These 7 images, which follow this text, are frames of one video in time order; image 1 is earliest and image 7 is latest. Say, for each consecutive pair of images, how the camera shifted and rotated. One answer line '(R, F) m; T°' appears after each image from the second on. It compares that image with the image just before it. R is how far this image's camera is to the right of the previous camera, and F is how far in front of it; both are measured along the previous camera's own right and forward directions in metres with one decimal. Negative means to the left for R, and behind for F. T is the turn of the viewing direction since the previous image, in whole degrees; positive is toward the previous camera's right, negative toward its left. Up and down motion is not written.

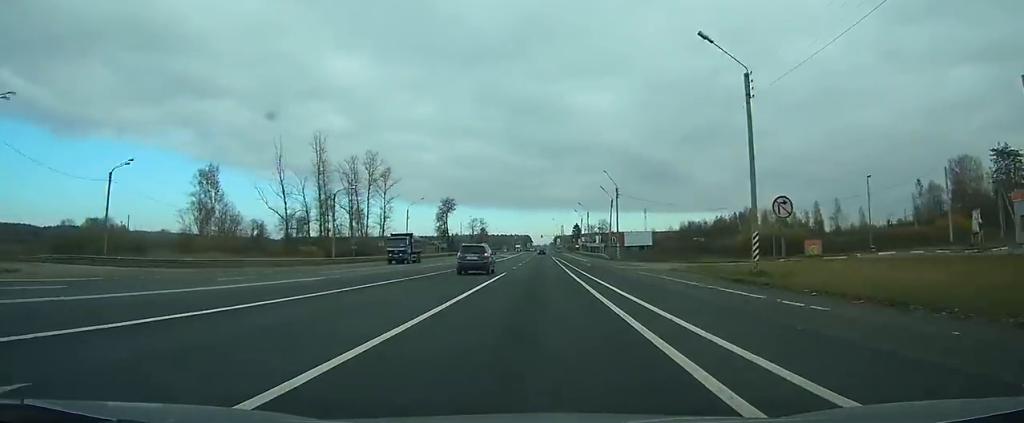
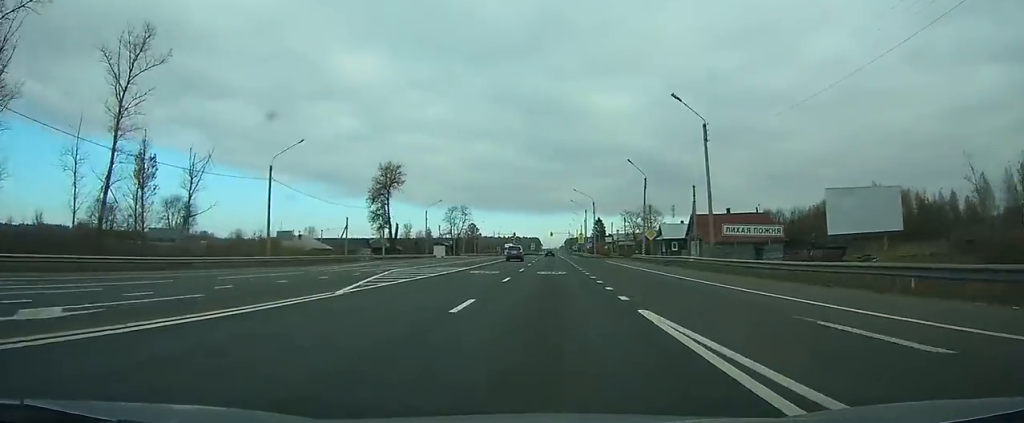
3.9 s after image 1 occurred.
(-0.4, +85.2) m; 0°
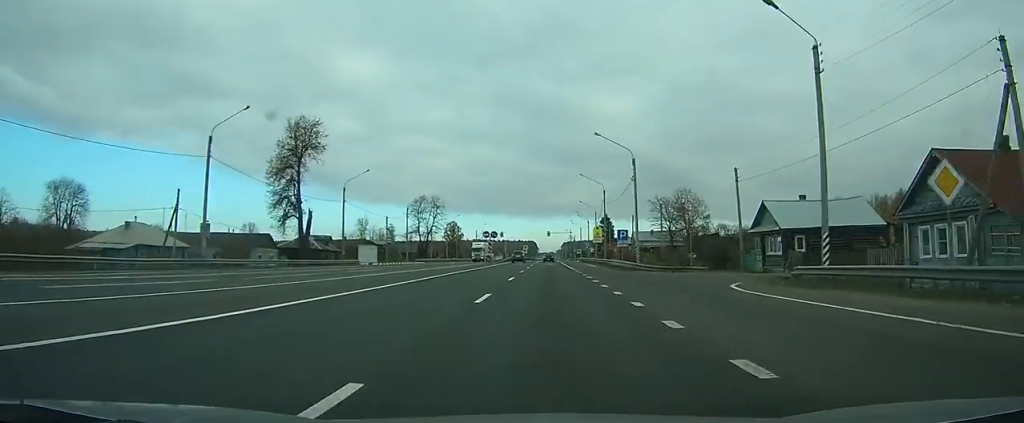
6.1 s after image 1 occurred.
(0.0, +45.0) m; 0°
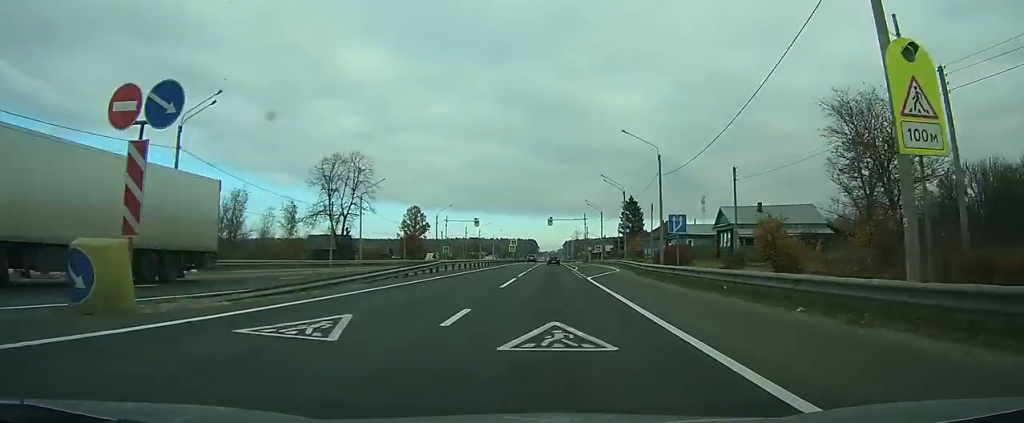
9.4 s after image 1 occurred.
(+0.5, +62.6) m; +1°
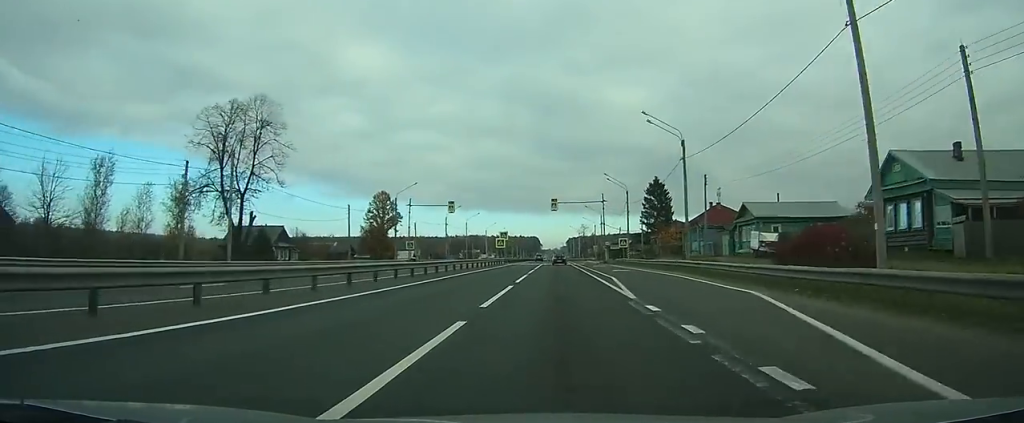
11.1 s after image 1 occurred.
(+0.1, +31.3) m; 0°
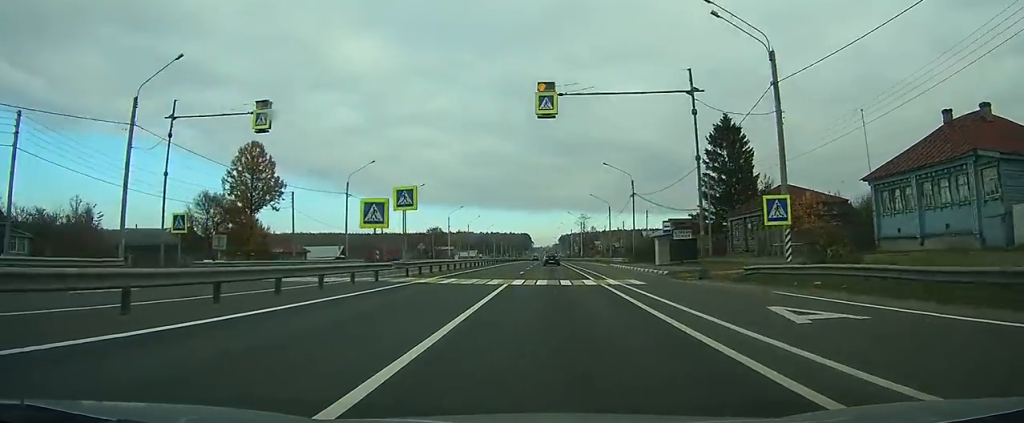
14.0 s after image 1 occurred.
(-0.1, +52.7) m; 0°
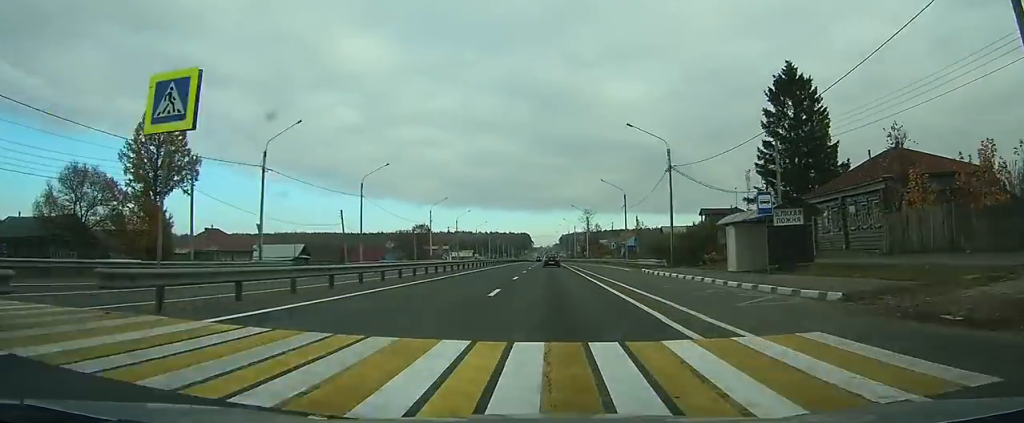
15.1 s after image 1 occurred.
(0.0, +20.3) m; 0°
